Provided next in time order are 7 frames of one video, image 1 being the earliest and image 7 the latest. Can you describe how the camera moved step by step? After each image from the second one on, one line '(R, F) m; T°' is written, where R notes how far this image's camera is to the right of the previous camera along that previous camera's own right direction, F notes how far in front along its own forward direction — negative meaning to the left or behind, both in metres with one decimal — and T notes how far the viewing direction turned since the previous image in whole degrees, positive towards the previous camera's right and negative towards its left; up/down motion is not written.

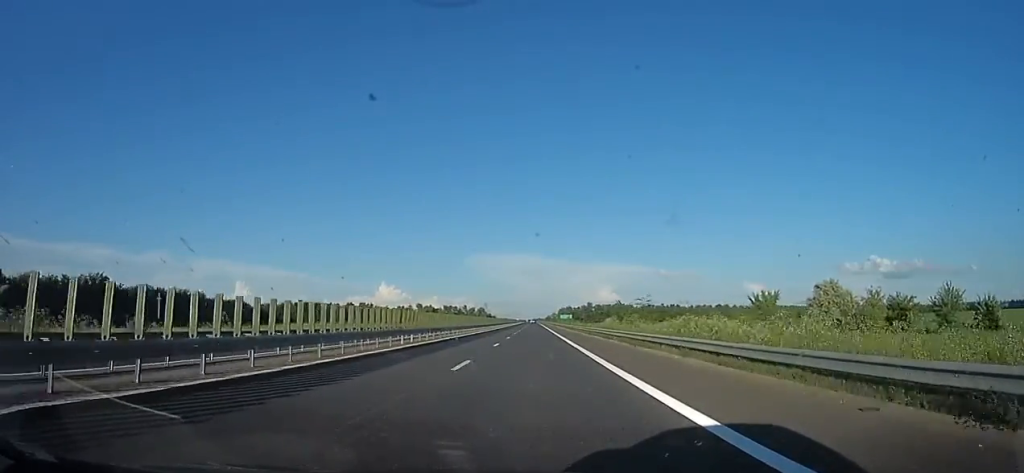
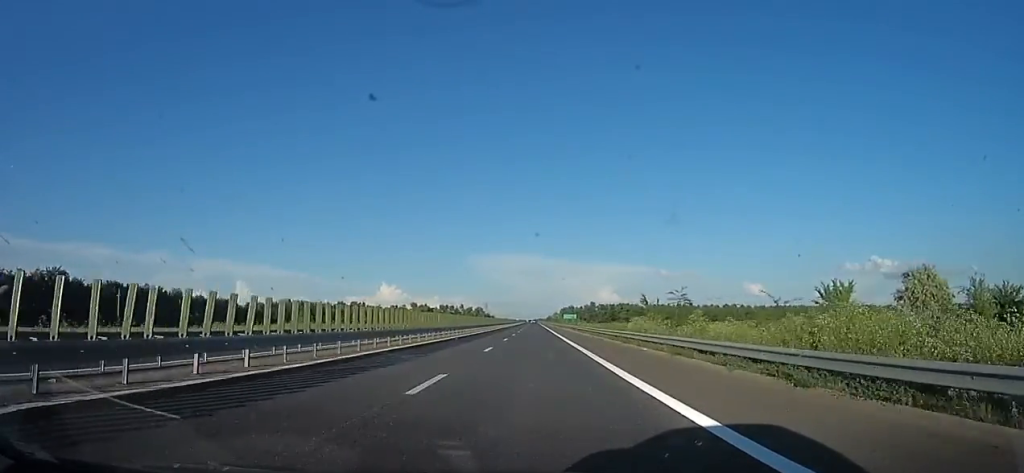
(+0.5, +16.3) m; +1°
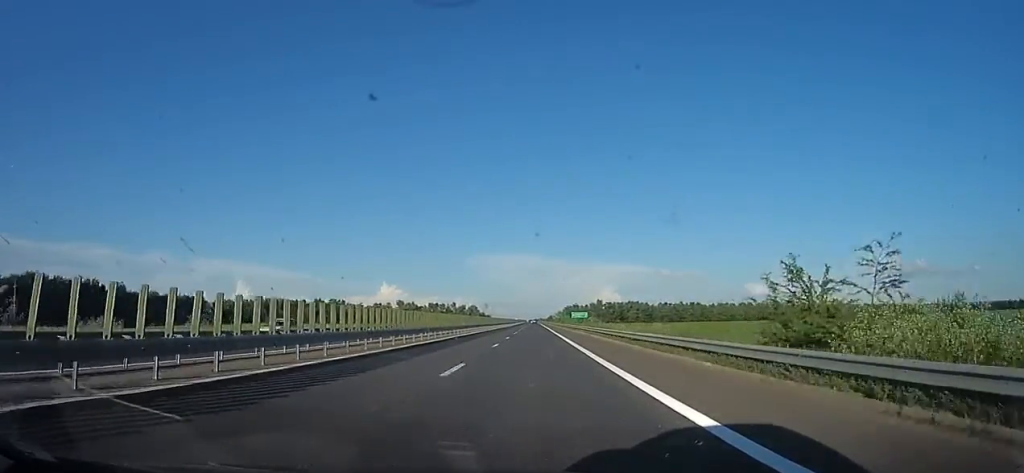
(+0.4, +33.2) m; +1°
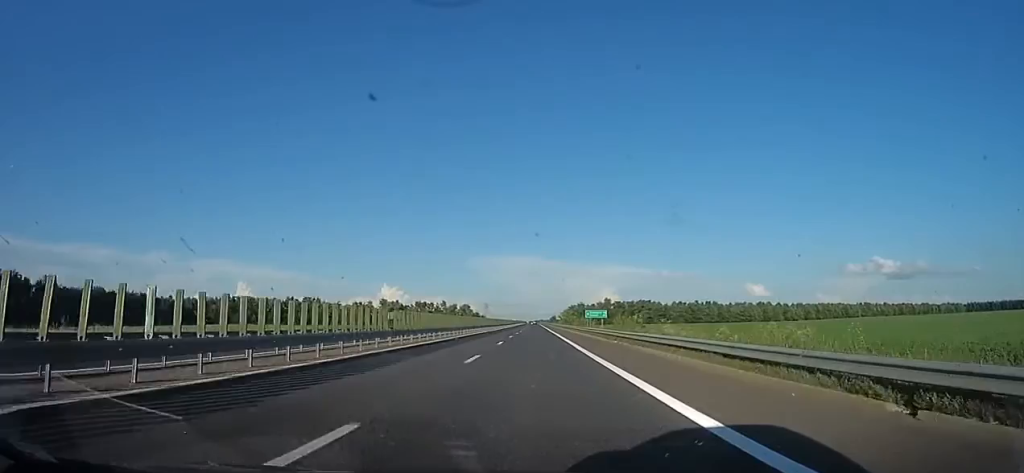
(0.0, +33.3) m; 0°
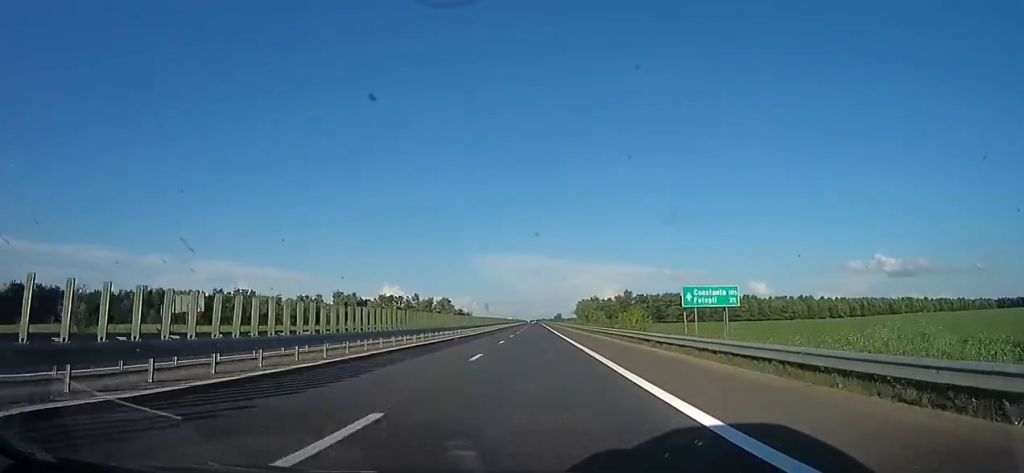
(0.0, +59.7) m; 0°
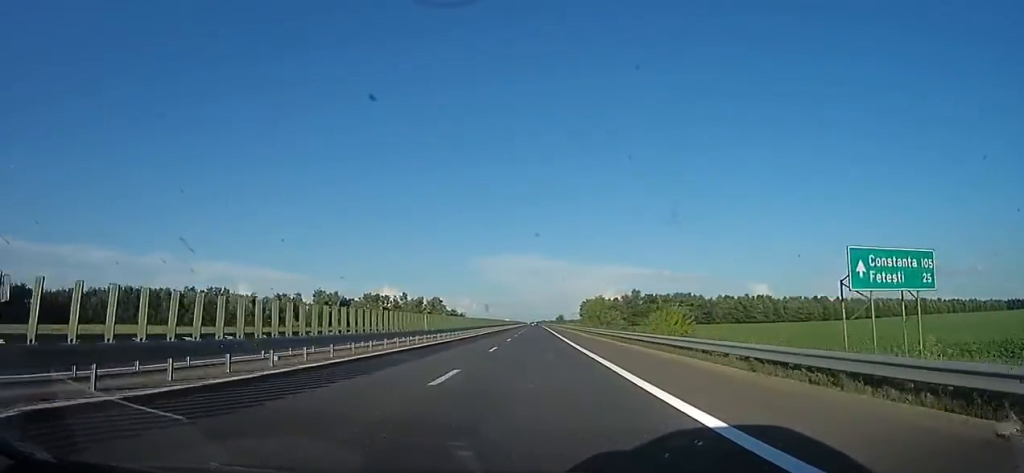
(+0.1, +17.4) m; -1°
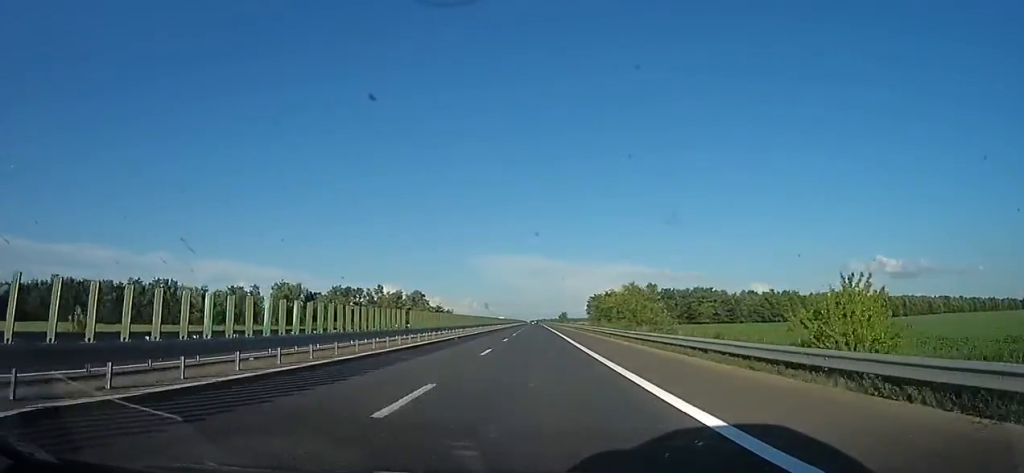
(-0.5, +27.6) m; -1°
